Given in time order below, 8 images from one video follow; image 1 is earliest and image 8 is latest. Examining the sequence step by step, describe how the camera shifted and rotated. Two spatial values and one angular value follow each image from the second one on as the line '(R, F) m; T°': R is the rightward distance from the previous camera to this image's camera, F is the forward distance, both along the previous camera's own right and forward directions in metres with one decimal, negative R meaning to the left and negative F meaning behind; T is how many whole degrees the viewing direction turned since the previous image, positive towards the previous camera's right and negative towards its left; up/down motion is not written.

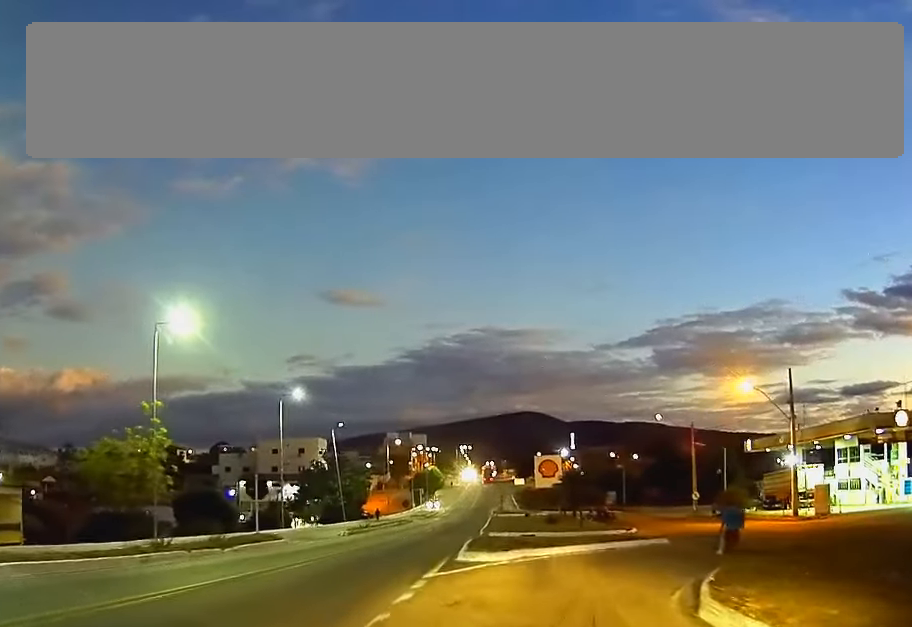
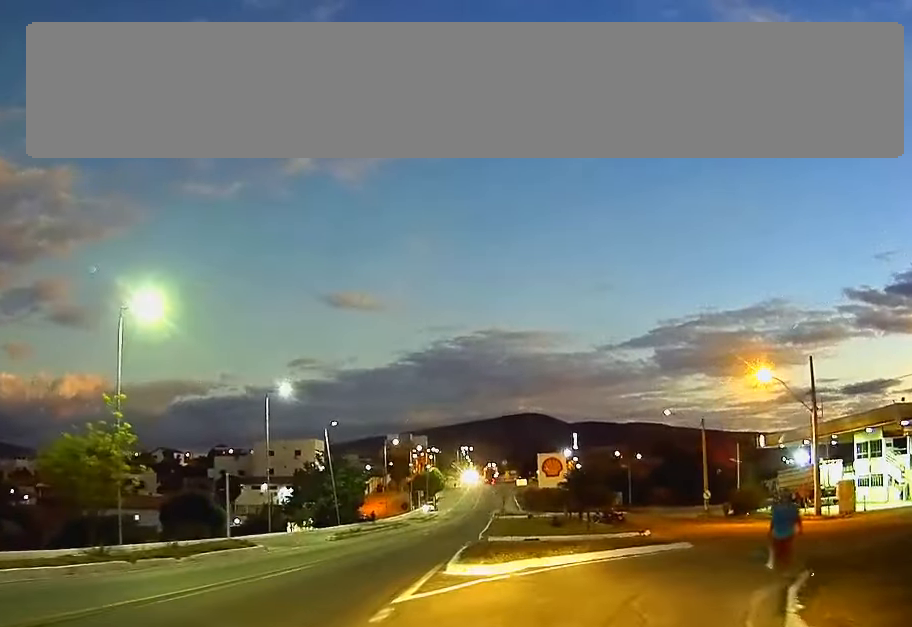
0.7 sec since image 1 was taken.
(0.0, +4.4) m; 0°
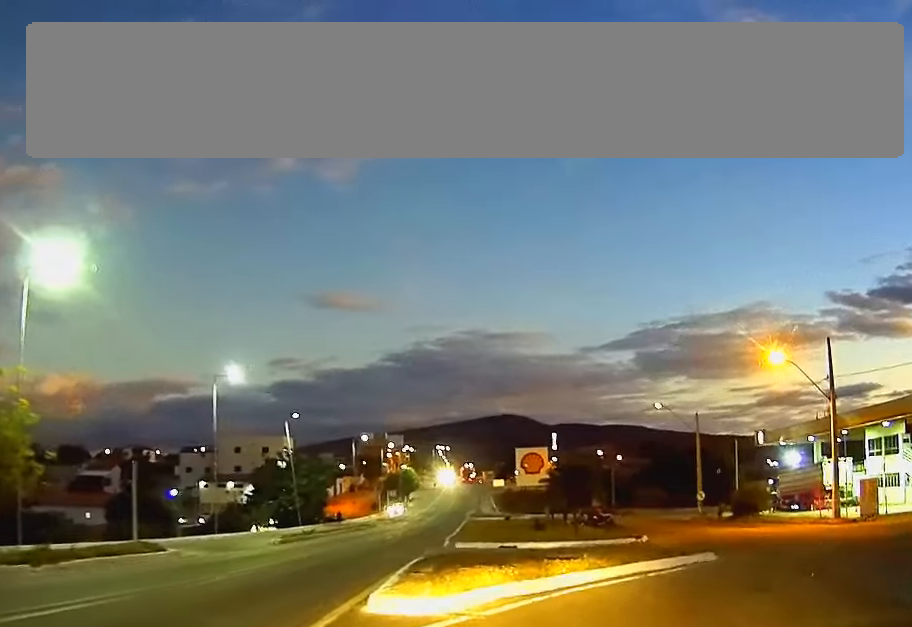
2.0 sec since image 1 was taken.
(0.0, +6.9) m; +2°
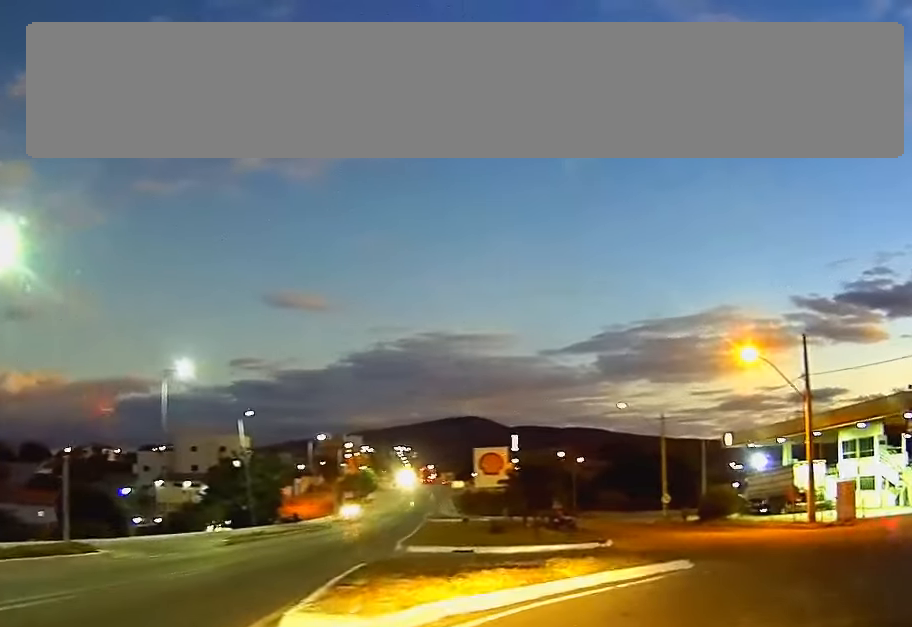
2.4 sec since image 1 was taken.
(0.0, +2.0) m; +1°
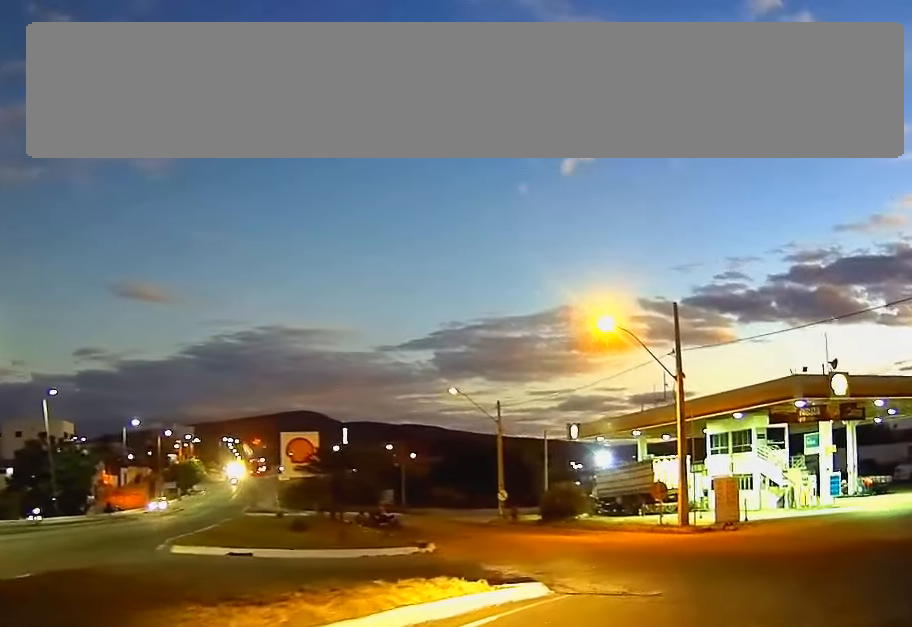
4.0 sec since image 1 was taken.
(+0.3, +6.6) m; +6°
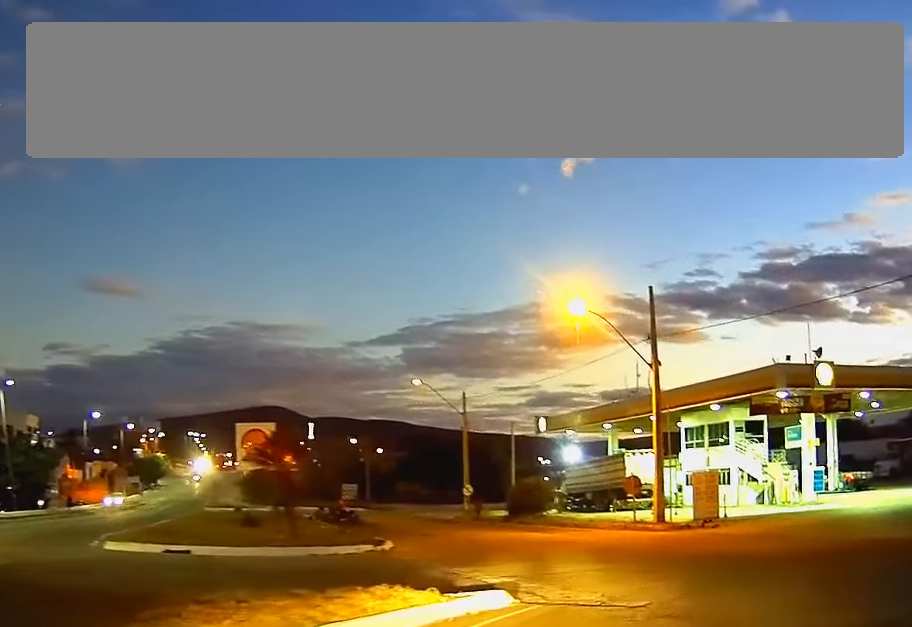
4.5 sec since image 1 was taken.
(0.0, +2.0) m; +2°
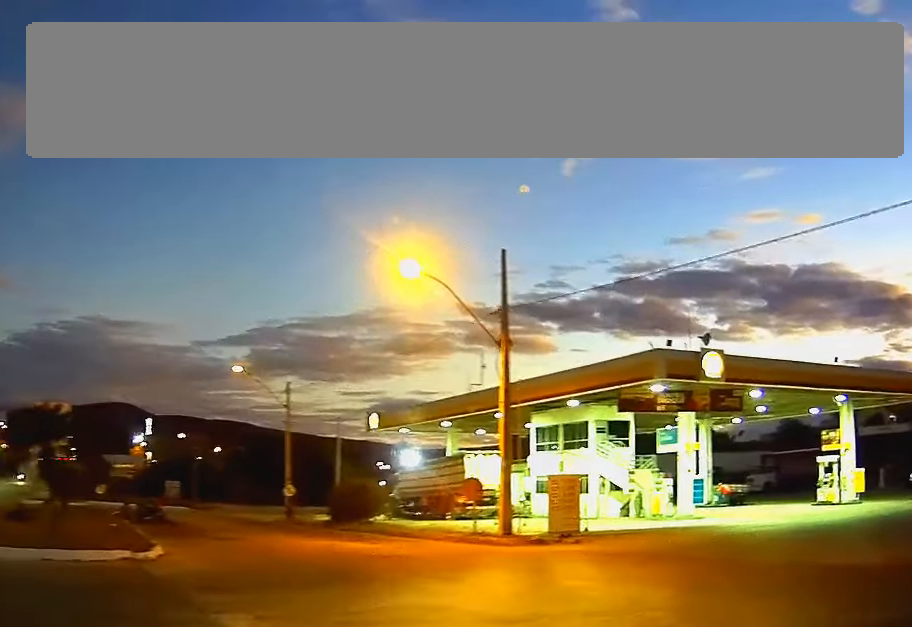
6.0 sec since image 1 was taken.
(+0.2, +5.9) m; +10°
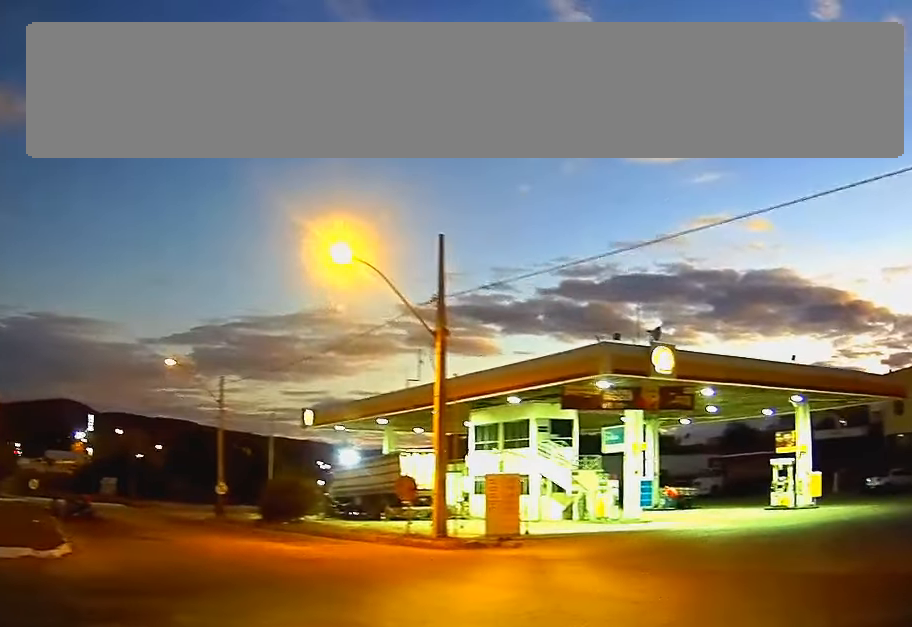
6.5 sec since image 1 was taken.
(+0.1, +1.6) m; +4°
